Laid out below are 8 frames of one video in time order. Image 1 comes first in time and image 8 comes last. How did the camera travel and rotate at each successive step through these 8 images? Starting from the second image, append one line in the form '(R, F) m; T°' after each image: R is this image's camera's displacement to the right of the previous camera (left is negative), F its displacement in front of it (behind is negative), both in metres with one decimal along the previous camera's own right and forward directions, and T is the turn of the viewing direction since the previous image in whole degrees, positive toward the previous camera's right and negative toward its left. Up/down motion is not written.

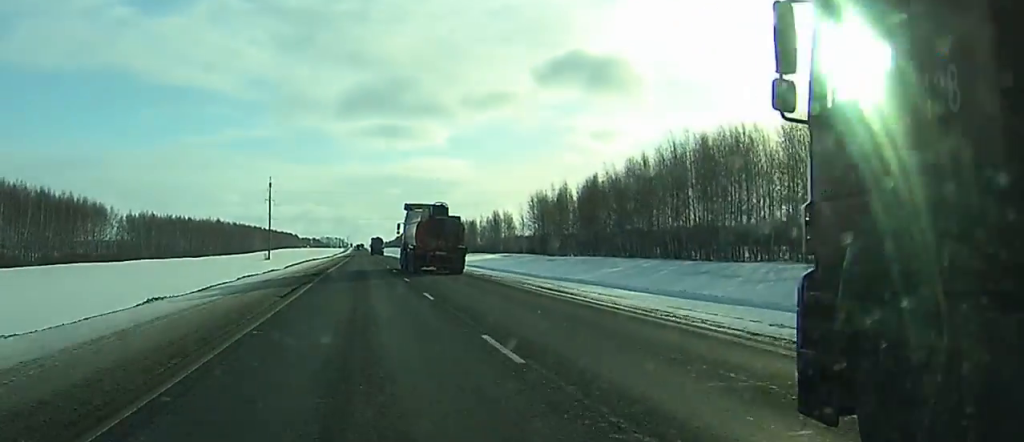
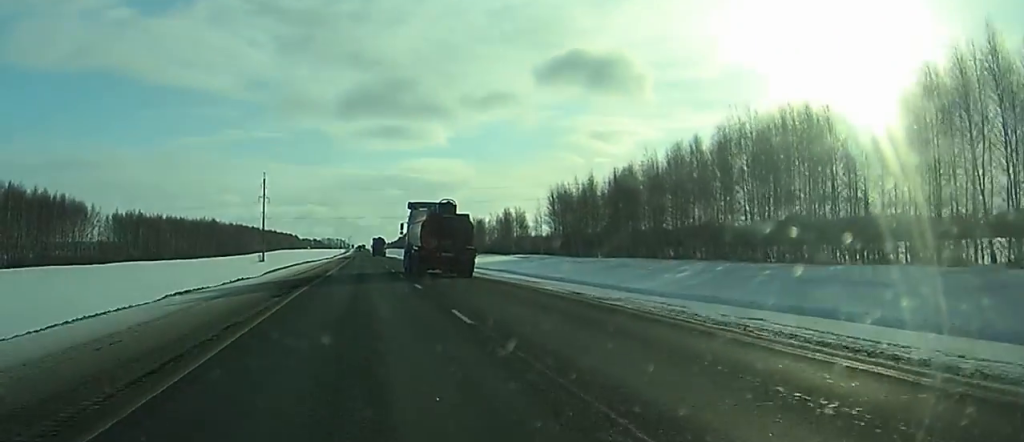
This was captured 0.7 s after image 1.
(+0.1, +19.3) m; +1°
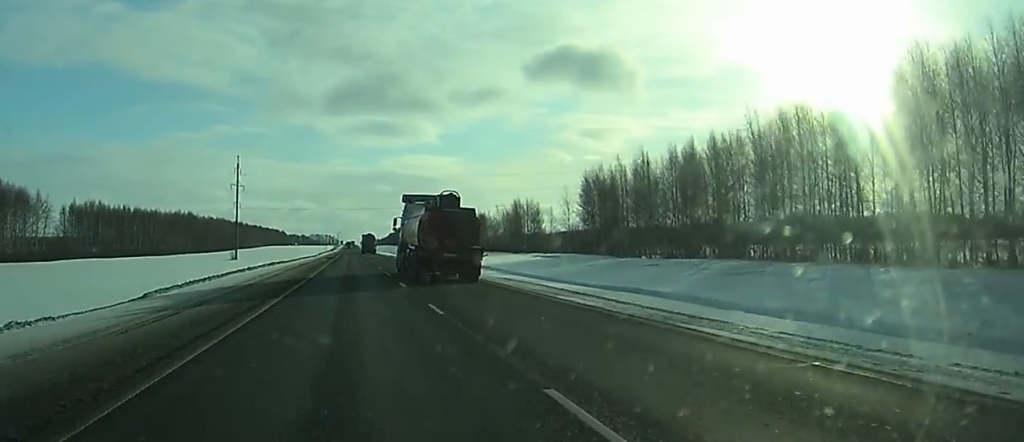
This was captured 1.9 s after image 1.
(+0.2, +34.1) m; 0°
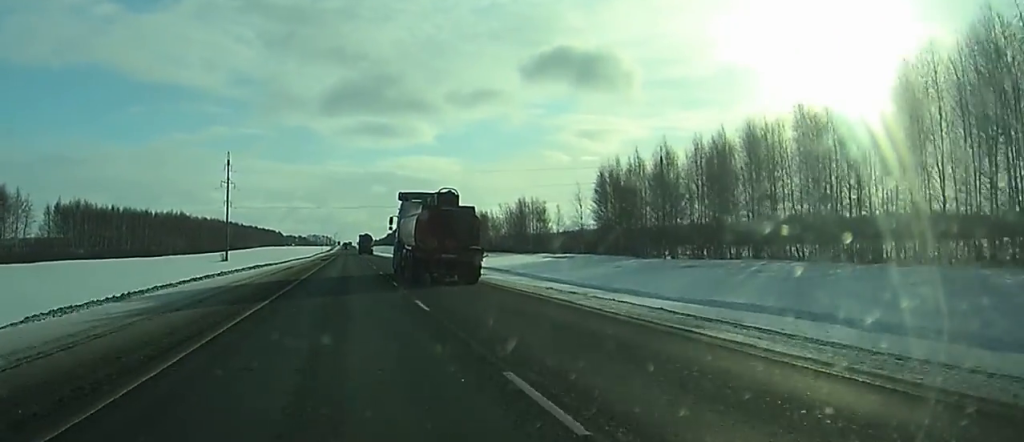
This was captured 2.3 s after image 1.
(0.0, +11.0) m; 0°
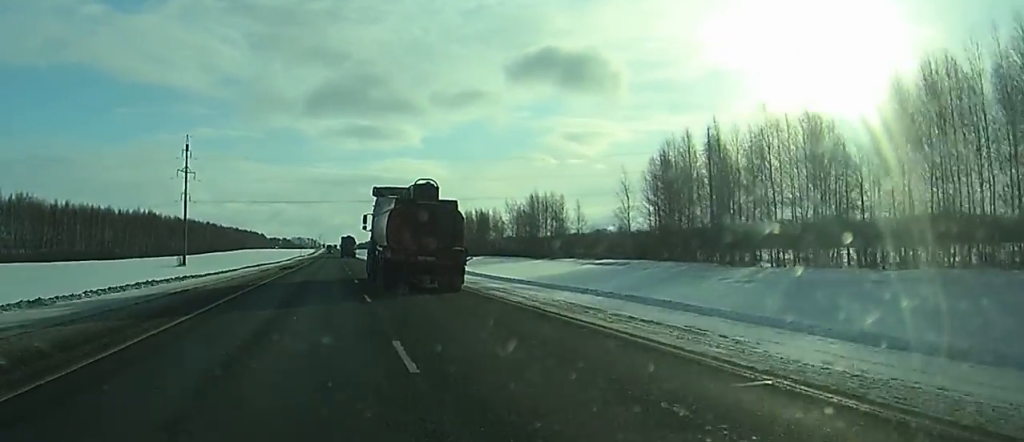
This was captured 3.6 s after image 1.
(+0.2, +33.4) m; +1°
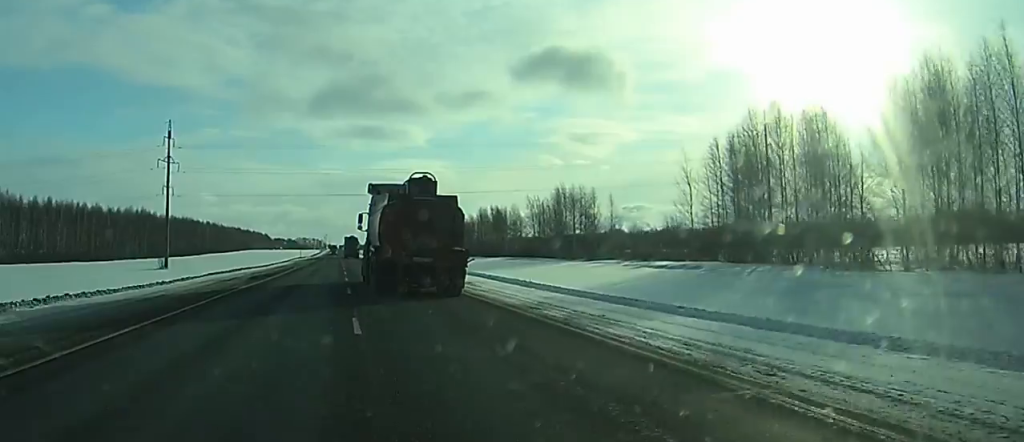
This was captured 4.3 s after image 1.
(+0.2, +20.3) m; 0°
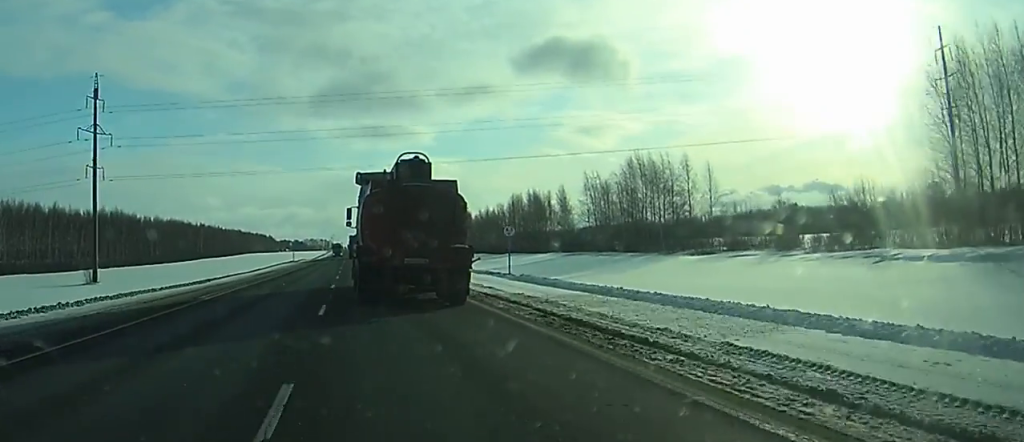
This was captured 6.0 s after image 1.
(0.0, +43.8) m; 0°
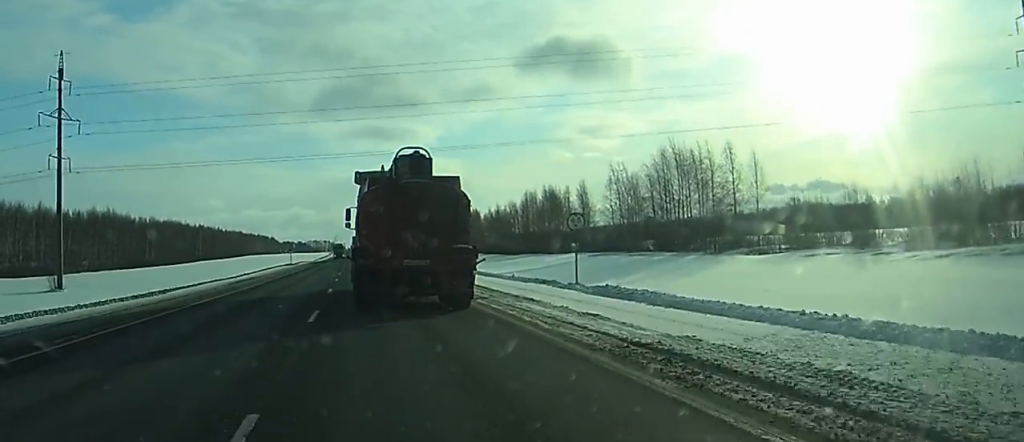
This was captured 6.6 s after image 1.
(0.0, +13.4) m; 0°
